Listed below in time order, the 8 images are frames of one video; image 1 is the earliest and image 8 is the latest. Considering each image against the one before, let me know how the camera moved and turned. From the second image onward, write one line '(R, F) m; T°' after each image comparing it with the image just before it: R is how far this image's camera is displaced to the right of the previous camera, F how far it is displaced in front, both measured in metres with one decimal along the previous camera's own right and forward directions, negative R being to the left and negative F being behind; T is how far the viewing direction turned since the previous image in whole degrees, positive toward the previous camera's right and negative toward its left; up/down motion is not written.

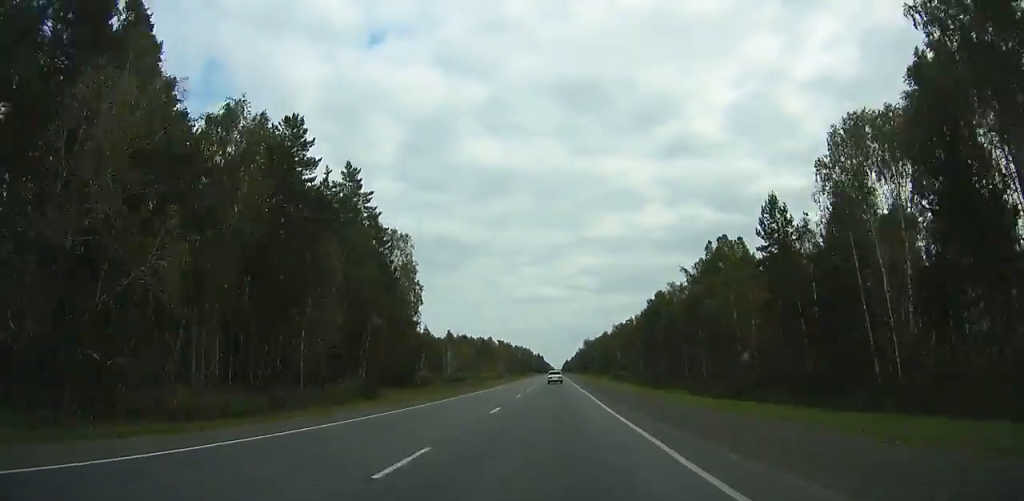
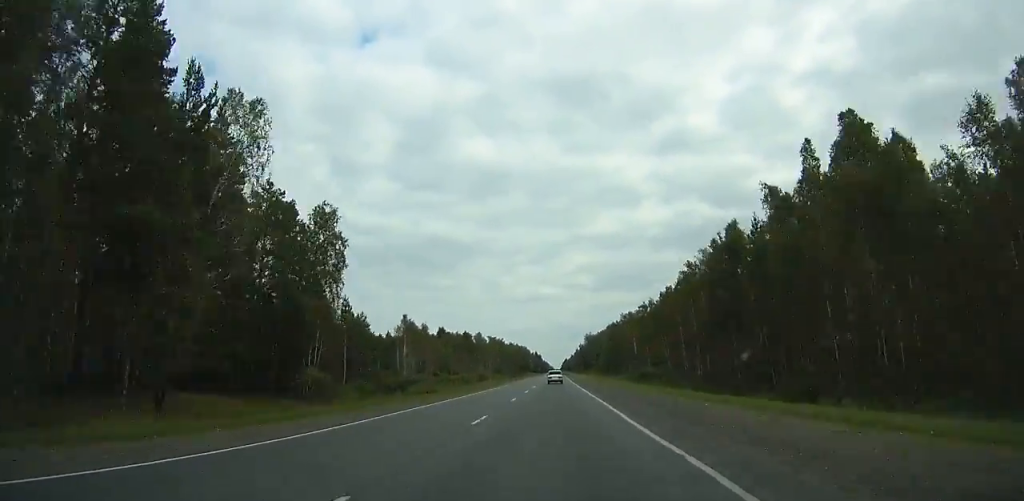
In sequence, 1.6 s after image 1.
(-0.2, +40.1) m; 0°
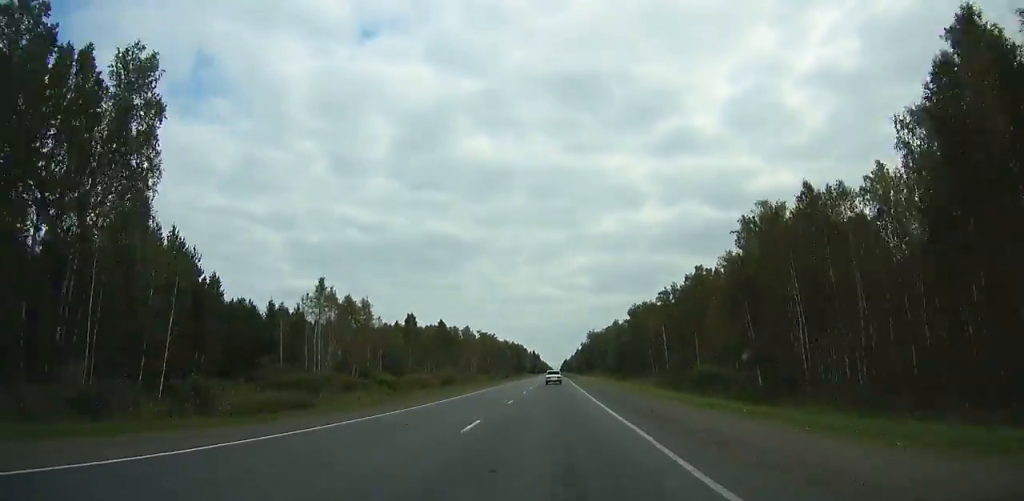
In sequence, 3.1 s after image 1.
(-0.3, +37.6) m; 0°
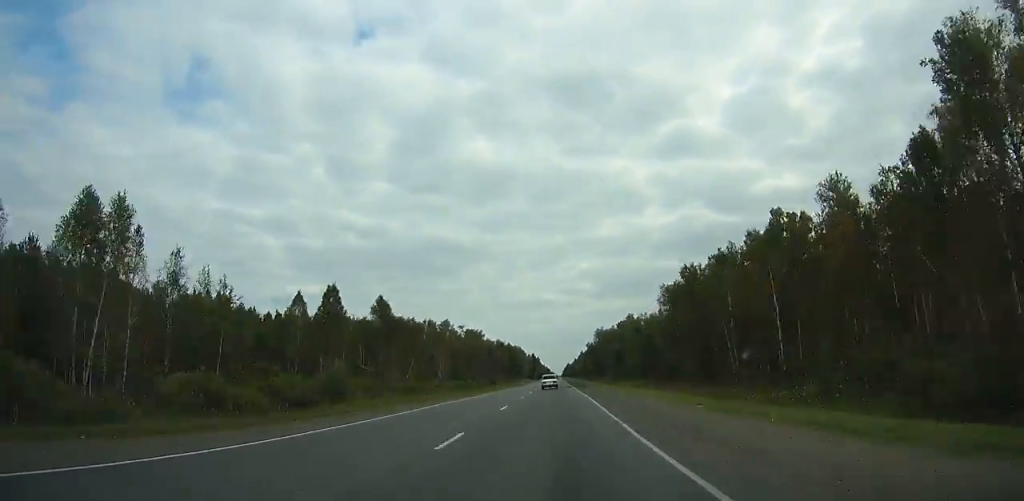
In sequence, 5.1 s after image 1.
(0.0, +50.0) m; 0°
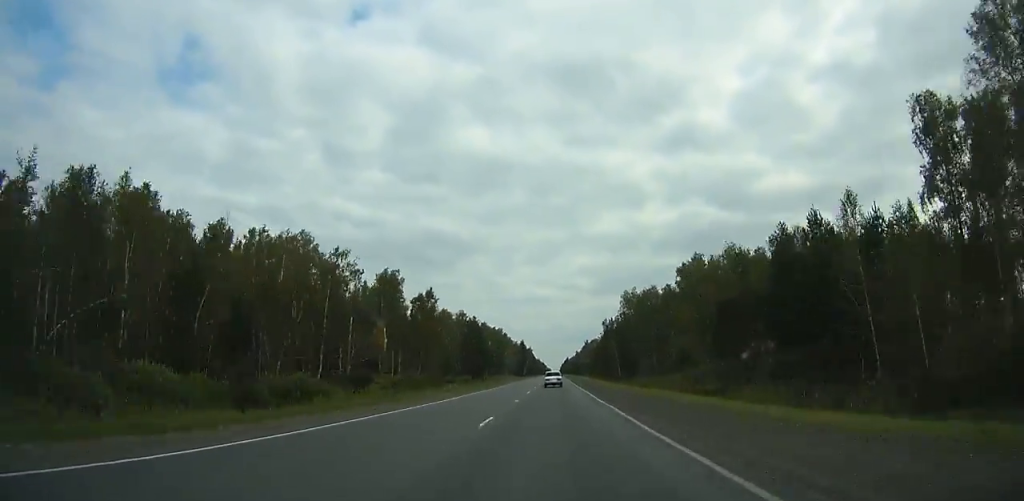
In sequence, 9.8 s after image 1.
(+0.3, +117.1) m; 0°
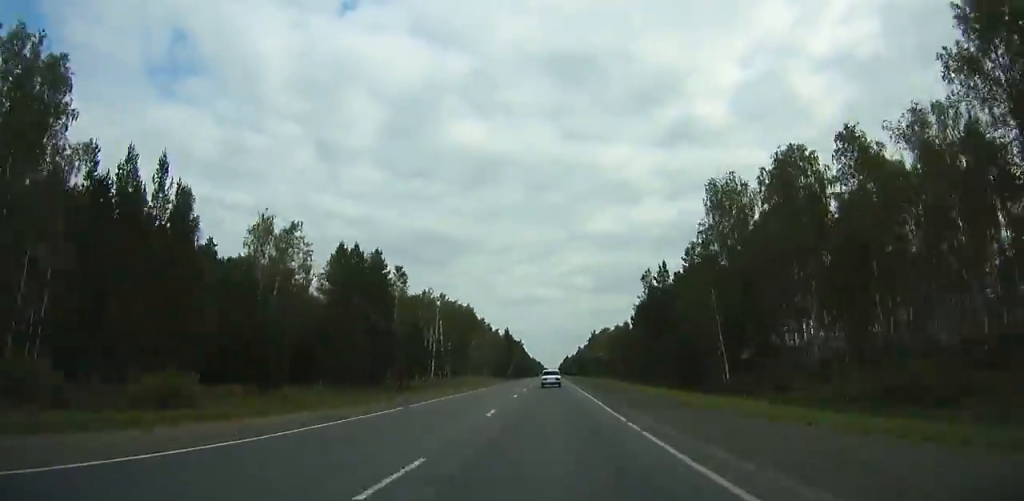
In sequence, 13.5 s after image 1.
(+0.5, +91.2) m; 0°
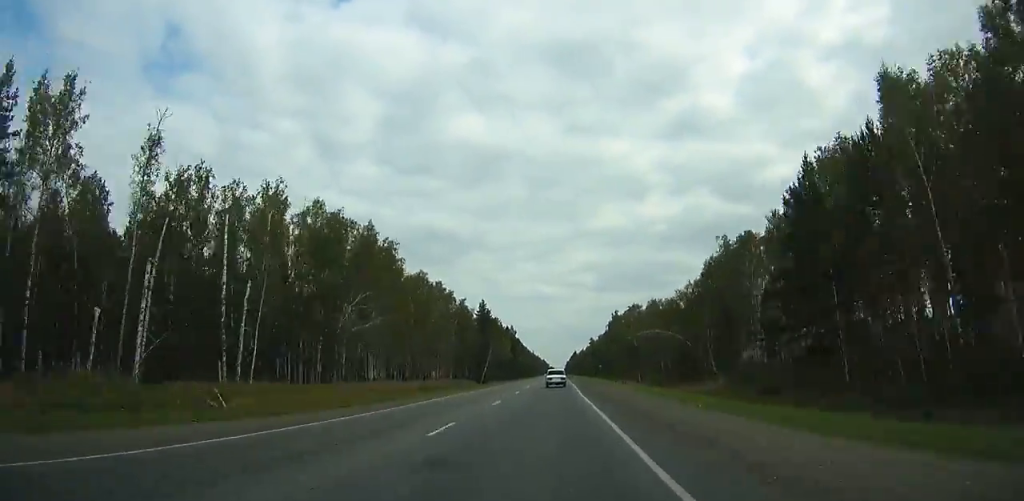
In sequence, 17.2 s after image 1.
(+0.1, +89.9) m; 0°
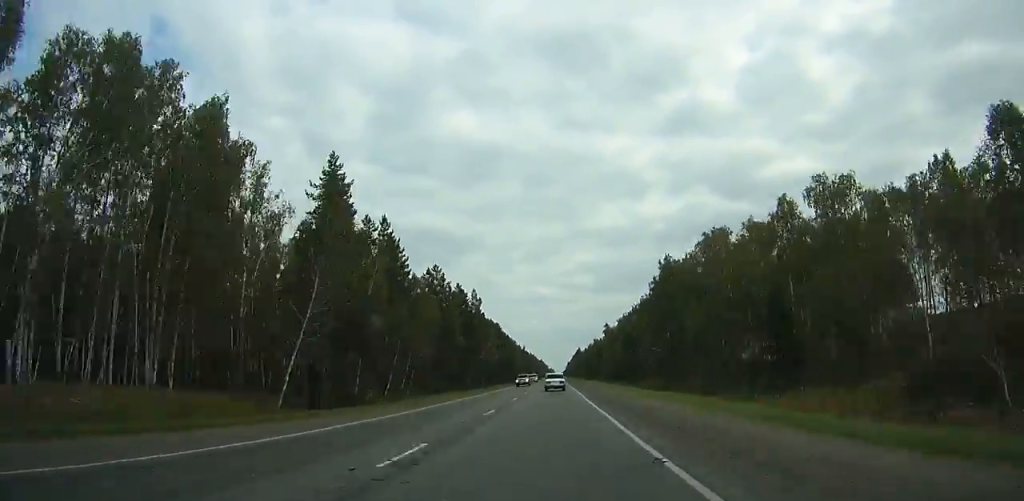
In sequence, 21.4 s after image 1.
(-0.3, +100.5) m; 0°
